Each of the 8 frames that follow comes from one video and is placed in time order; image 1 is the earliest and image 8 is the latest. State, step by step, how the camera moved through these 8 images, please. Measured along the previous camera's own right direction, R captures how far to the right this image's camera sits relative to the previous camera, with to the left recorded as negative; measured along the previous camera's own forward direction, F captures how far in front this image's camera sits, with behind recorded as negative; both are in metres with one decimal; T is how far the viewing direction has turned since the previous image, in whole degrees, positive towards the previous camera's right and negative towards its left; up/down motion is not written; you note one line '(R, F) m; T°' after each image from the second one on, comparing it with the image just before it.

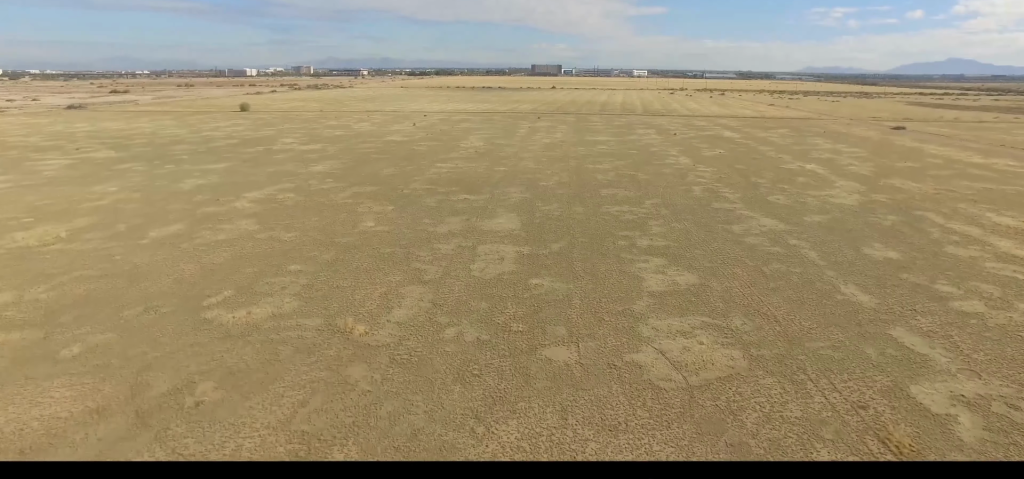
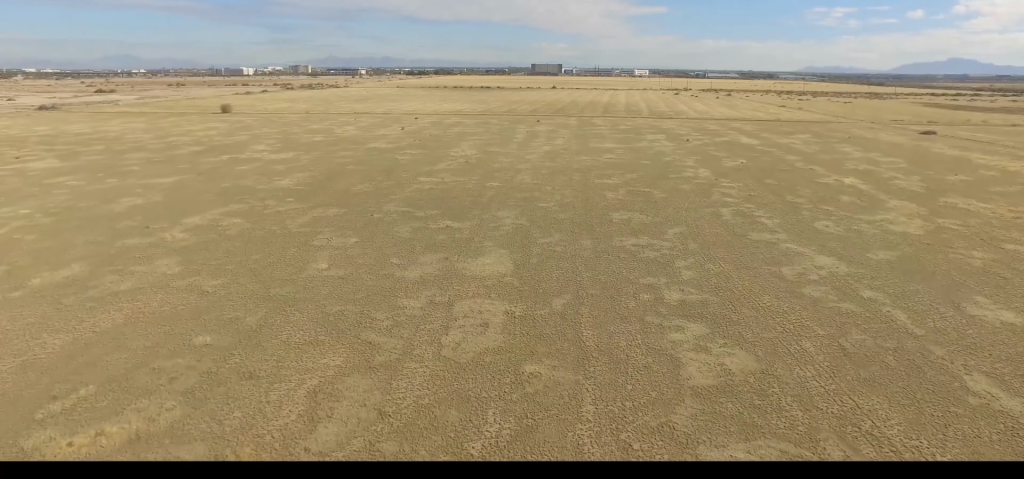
(-0.2, +13.9) m; -2°
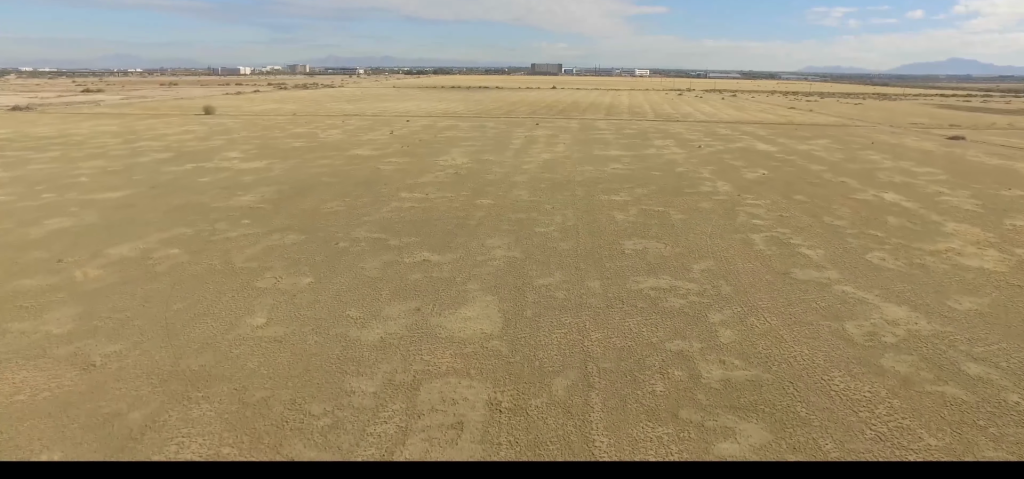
(-0.2, +11.3) m; -2°
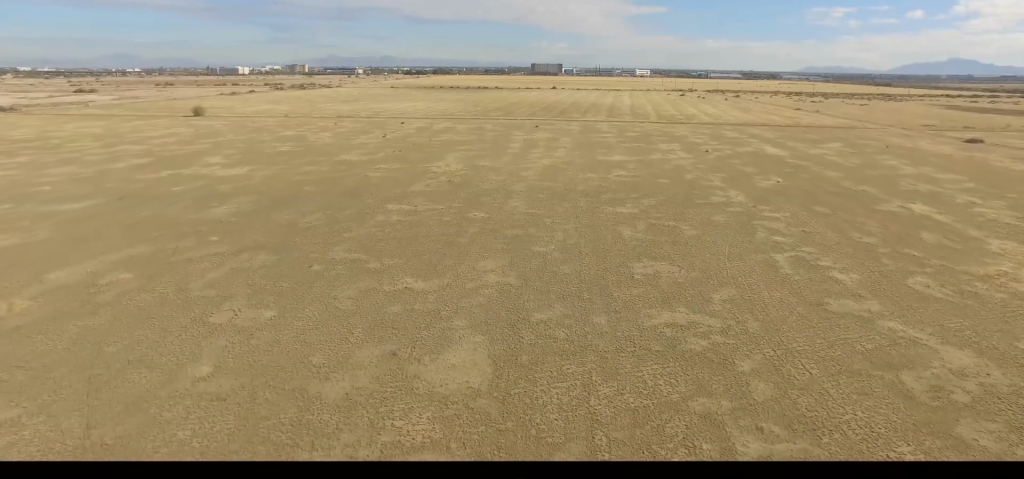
(-0.1, +6.2) m; -1°
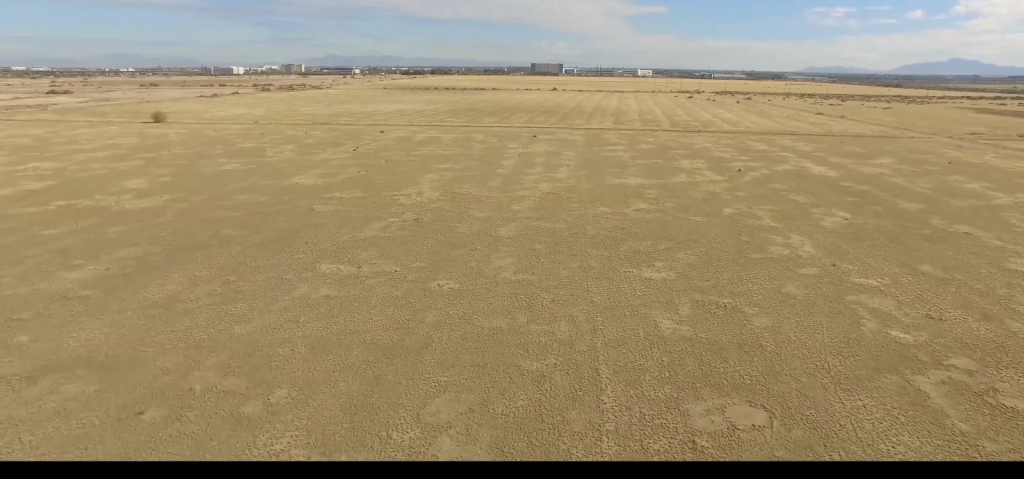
(-0.4, +21.2) m; -2°
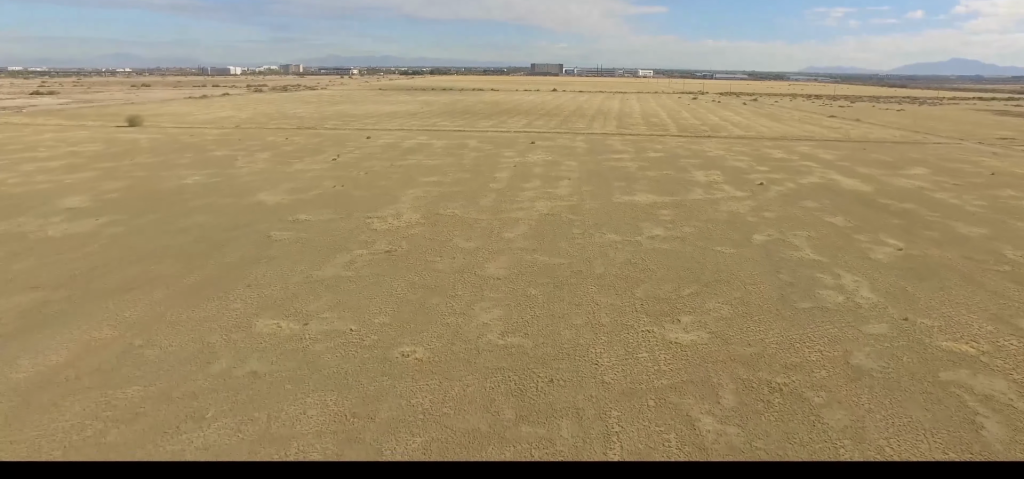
(-0.1, +10.9) m; -1°
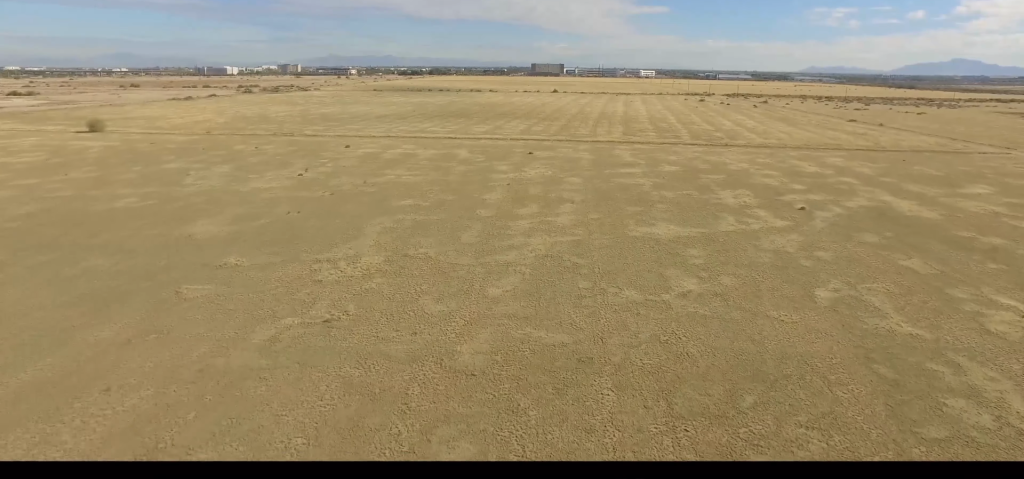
(-0.1, +14.5) m; 0°
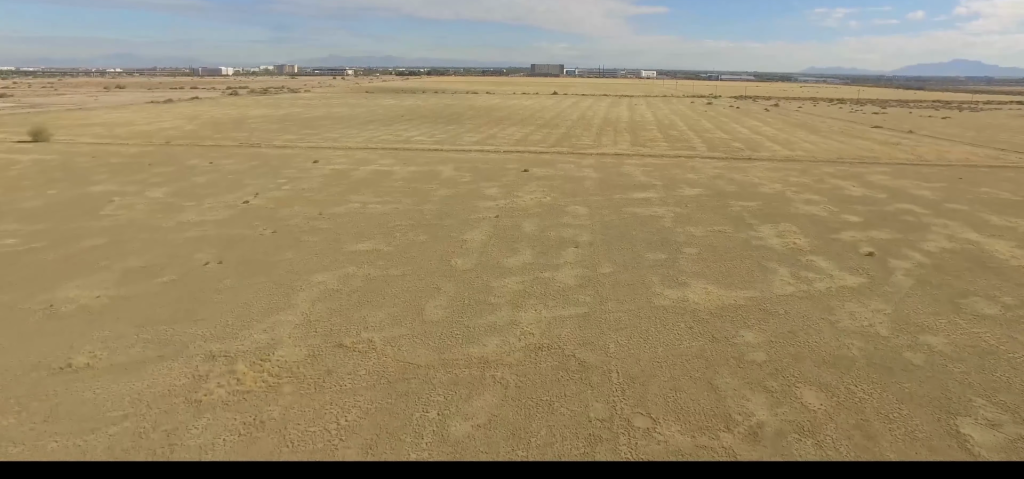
(0.0, +16.1) m; 0°
